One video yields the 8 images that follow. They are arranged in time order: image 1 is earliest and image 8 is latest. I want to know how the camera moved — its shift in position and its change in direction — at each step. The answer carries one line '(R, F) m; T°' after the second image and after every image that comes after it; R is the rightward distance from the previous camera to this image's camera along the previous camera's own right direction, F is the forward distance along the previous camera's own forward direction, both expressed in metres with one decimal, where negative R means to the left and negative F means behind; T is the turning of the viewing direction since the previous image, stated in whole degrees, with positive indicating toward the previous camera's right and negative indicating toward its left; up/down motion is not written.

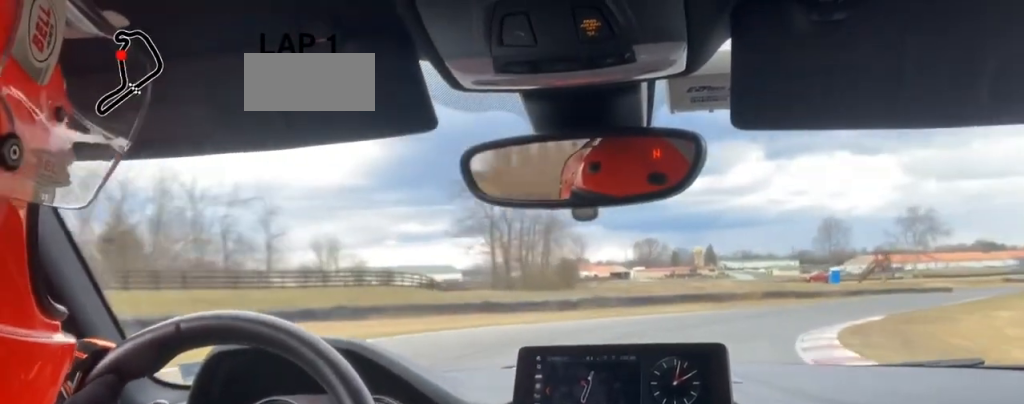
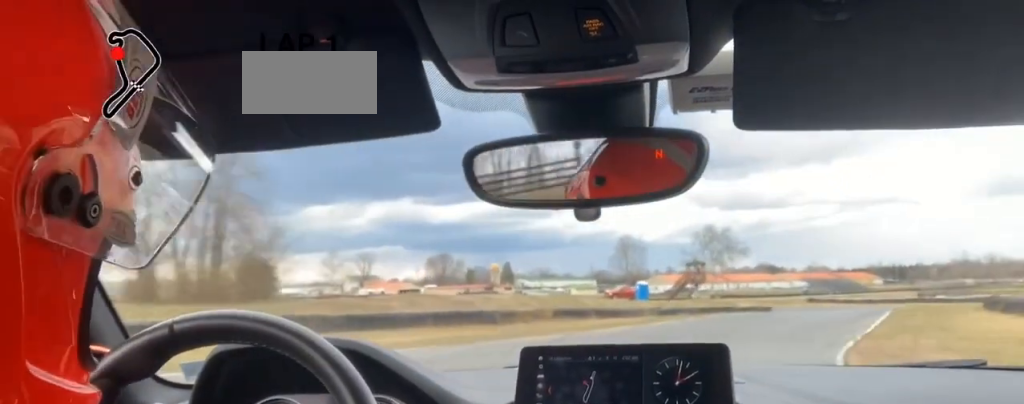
(0.0, +31.4) m; 0°
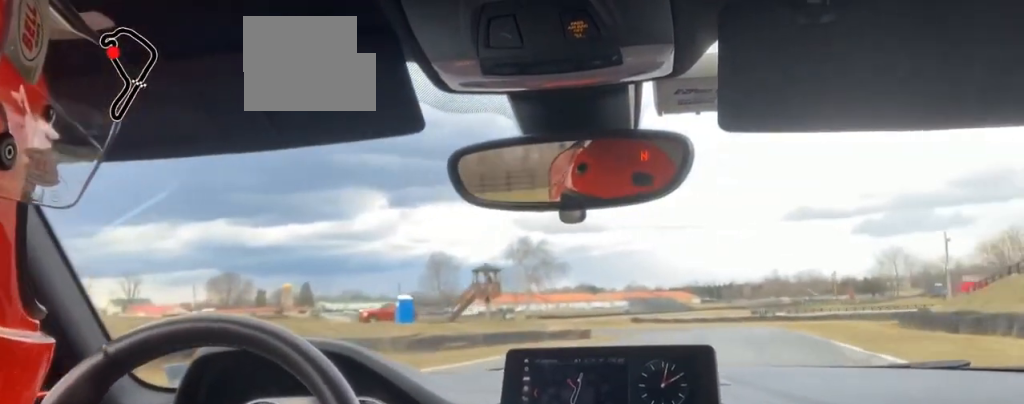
(0.0, +32.5) m; 0°
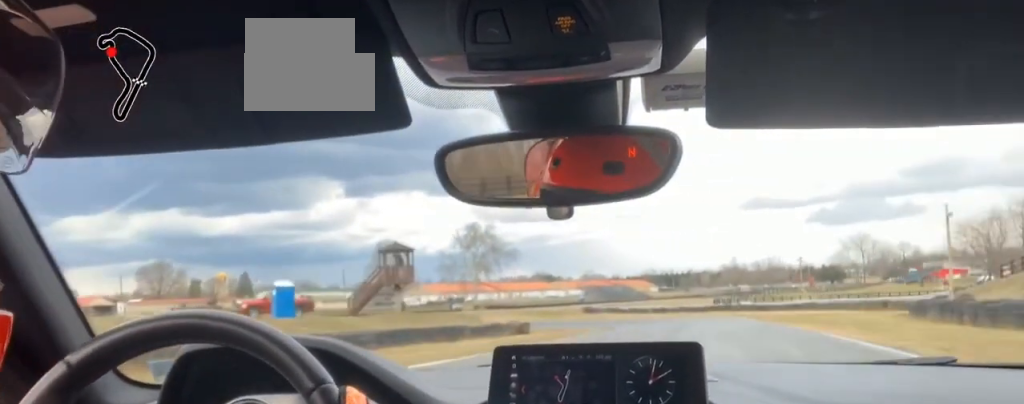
(0.0, +13.2) m; +2°
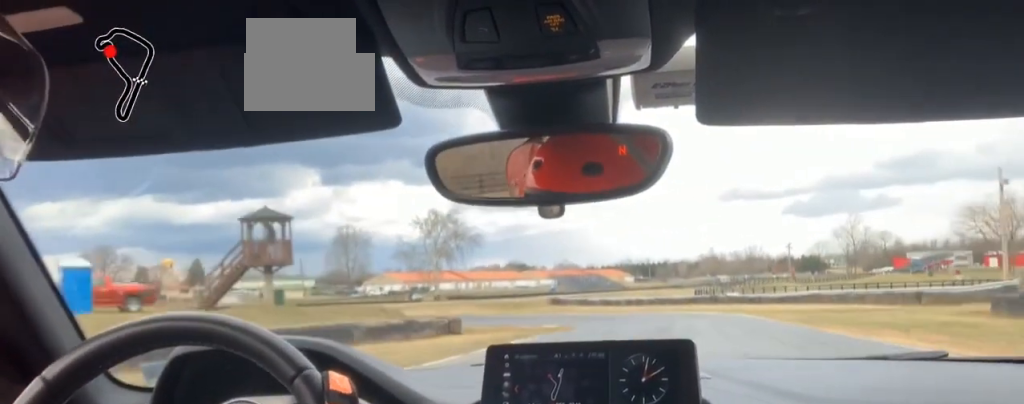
(-0.5, +15.3) m; +5°
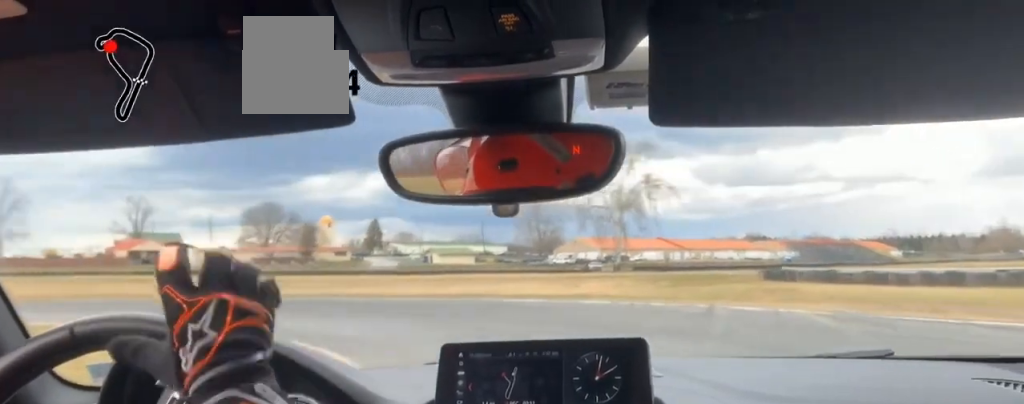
(+9.4, +57.9) m; -8°
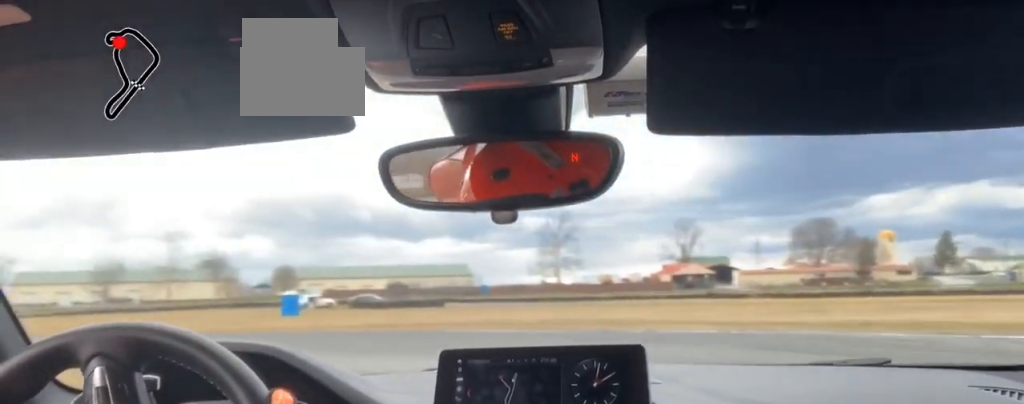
(-6.0, +18.8) m; -22°
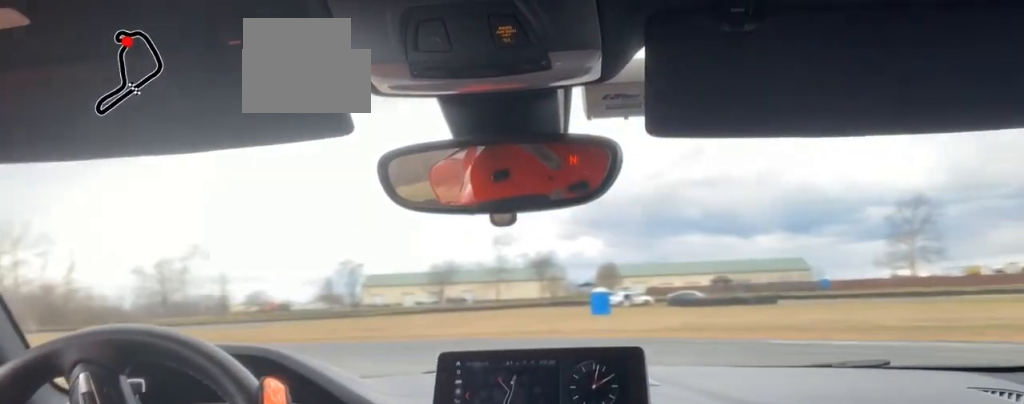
(-0.1, +10.4) m; -5°
